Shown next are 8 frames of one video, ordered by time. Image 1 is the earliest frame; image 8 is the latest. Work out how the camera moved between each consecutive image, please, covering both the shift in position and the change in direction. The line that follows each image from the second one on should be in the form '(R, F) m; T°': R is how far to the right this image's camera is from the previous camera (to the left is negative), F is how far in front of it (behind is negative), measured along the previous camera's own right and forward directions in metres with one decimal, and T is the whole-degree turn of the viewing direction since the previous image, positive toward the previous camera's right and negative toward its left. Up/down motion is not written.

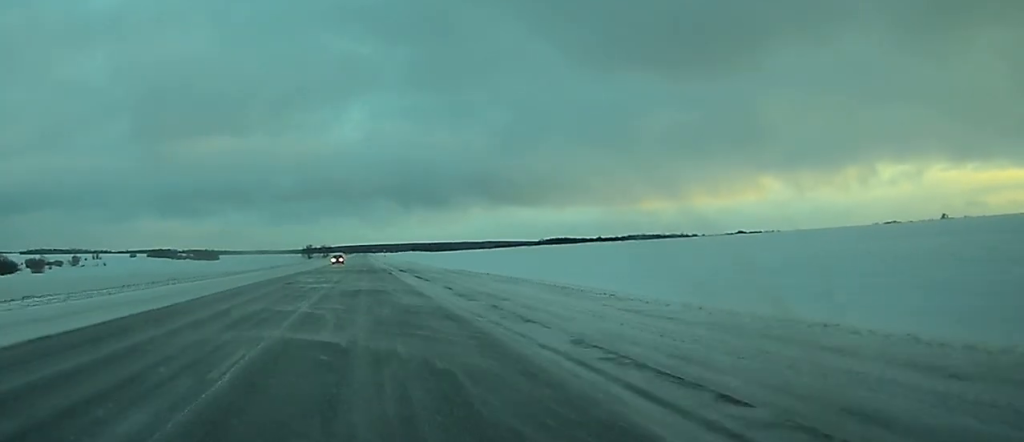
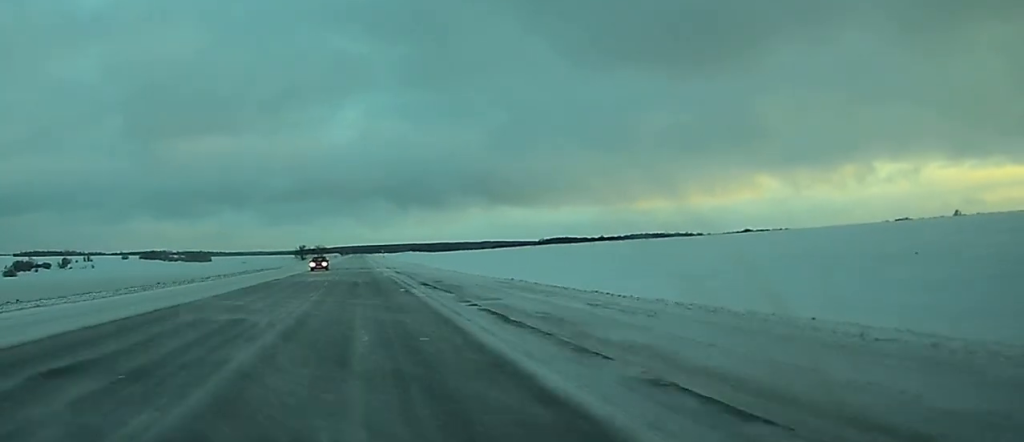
(-0.1, +28.5) m; 0°
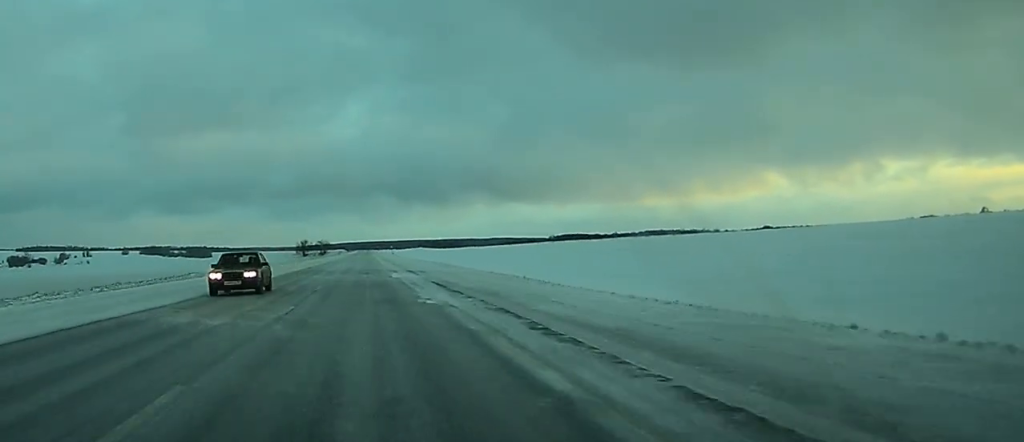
(0.0, +34.3) m; 0°
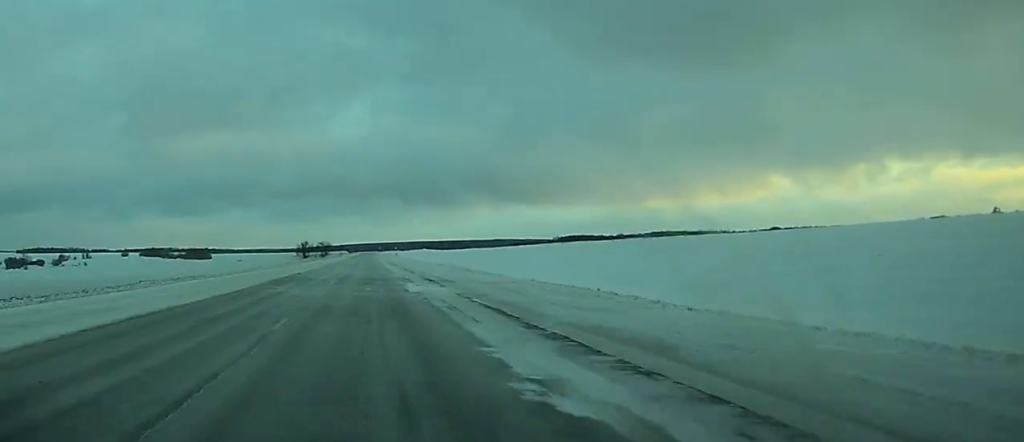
(0.0, +14.3) m; 0°
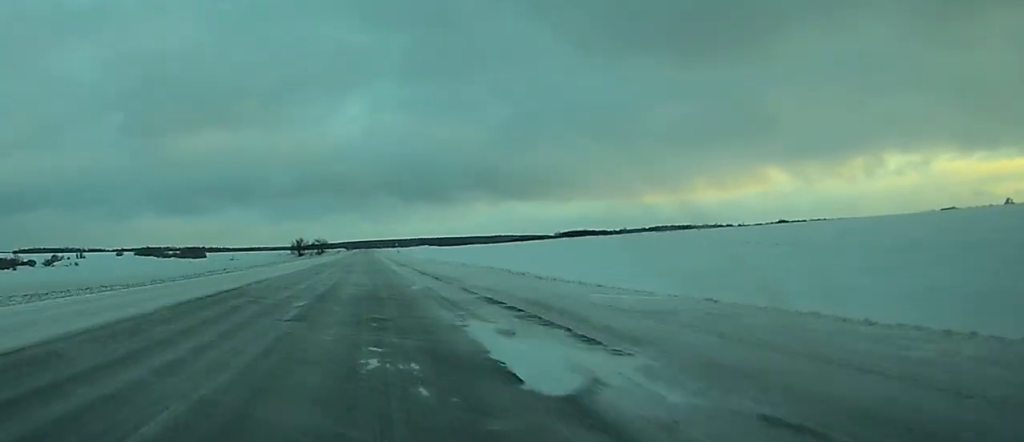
(0.0, +22.1) m; 0°
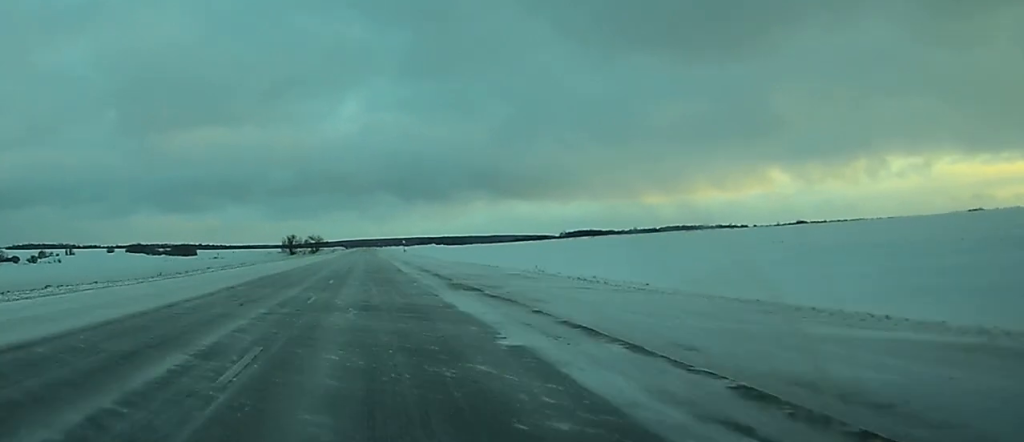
(-0.1, +43.5) m; 0°
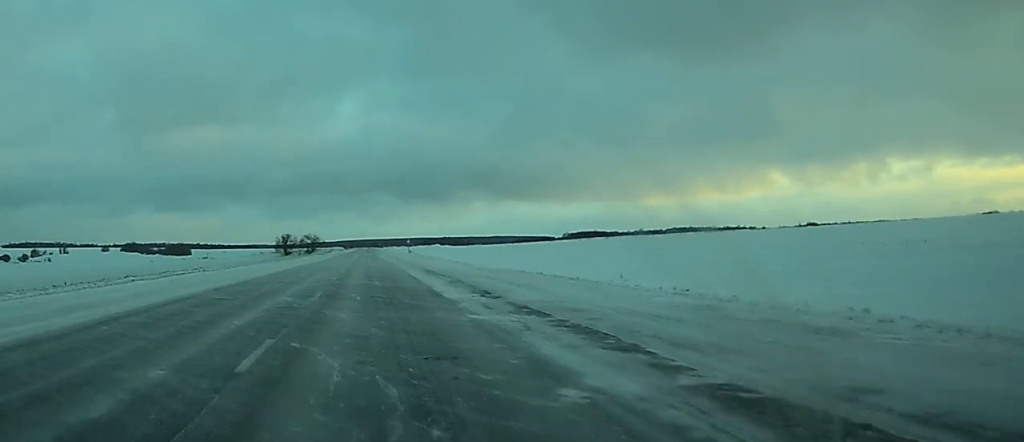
(0.0, +23.4) m; 0°
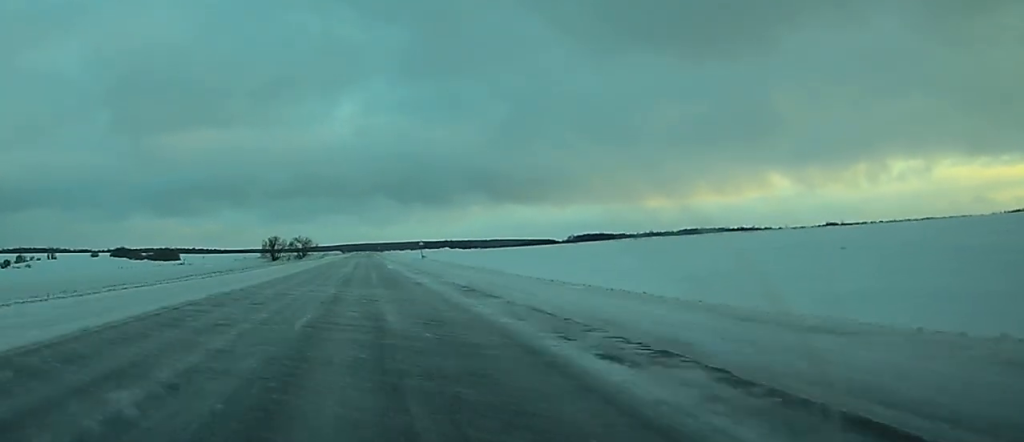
(+0.1, +43.0) m; 0°
